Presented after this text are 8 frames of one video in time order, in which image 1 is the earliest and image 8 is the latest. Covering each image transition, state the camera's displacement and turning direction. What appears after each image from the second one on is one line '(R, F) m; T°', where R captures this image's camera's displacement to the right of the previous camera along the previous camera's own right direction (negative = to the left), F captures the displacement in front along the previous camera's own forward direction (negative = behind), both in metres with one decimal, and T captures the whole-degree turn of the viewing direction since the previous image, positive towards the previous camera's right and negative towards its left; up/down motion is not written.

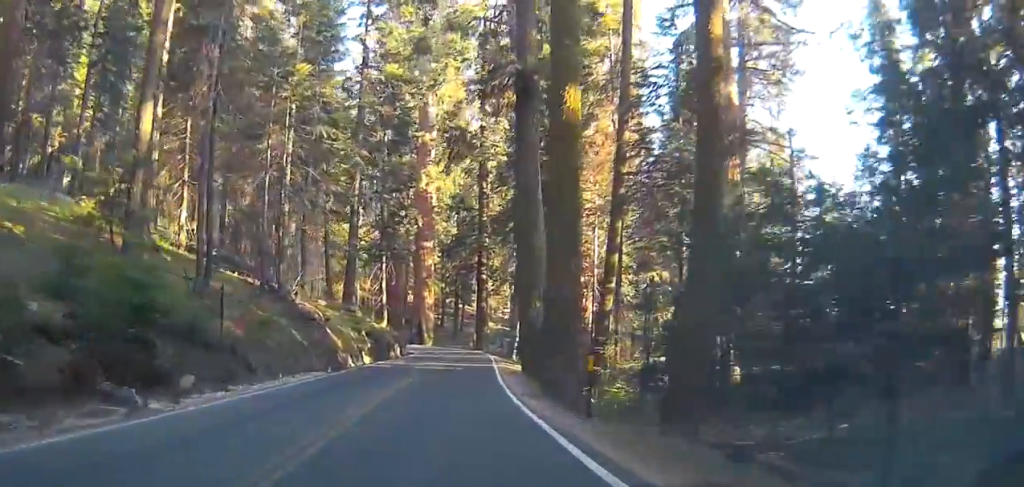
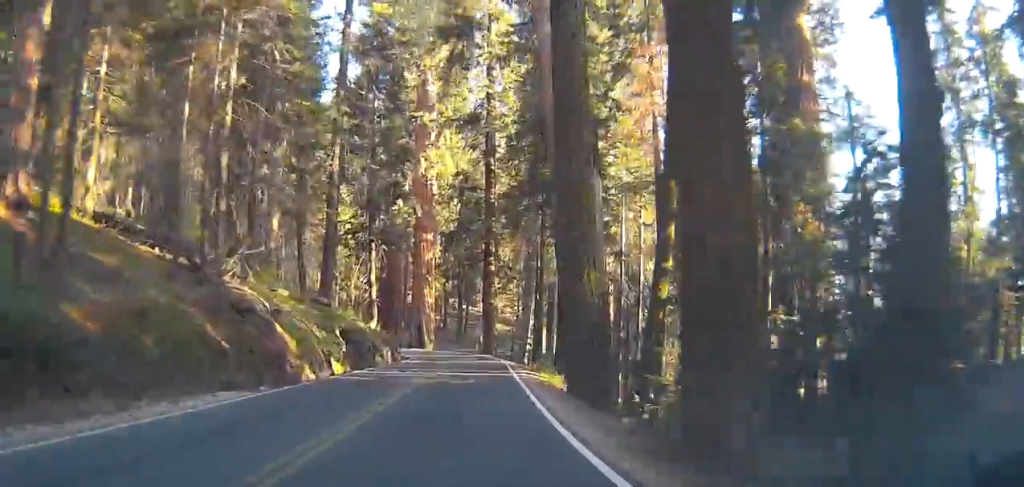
(-0.1, +11.4) m; -1°
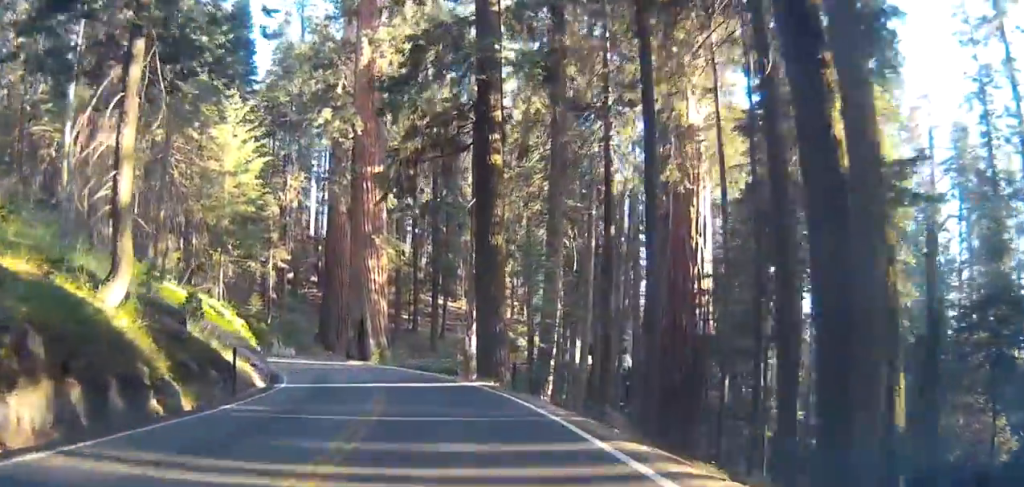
(+0.3, +39.6) m; +3°
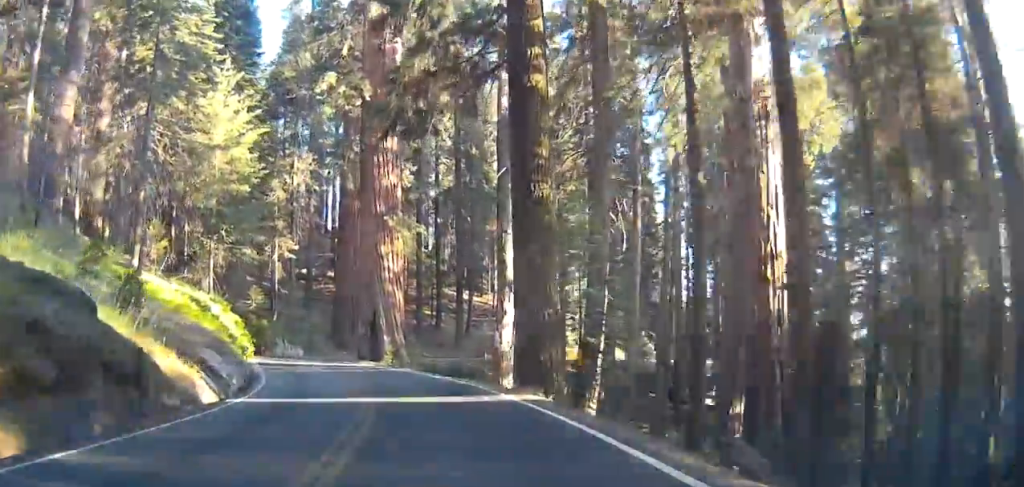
(0.0, +7.7) m; +1°
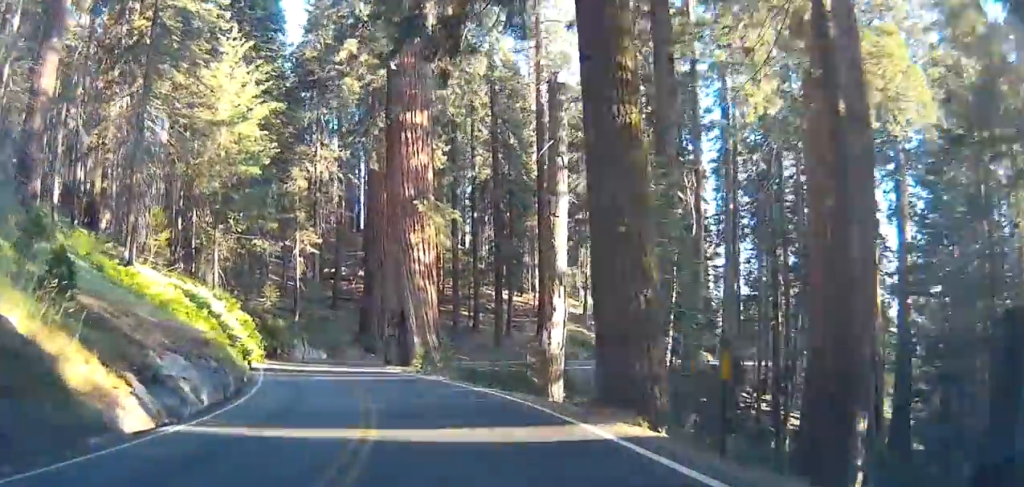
(+0.1, +6.1) m; -1°
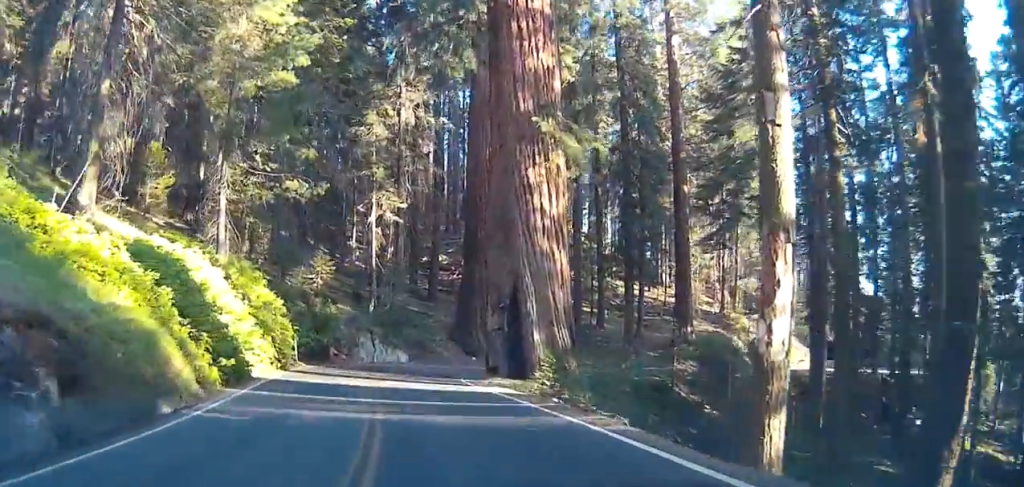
(-0.6, +15.6) m; -7°
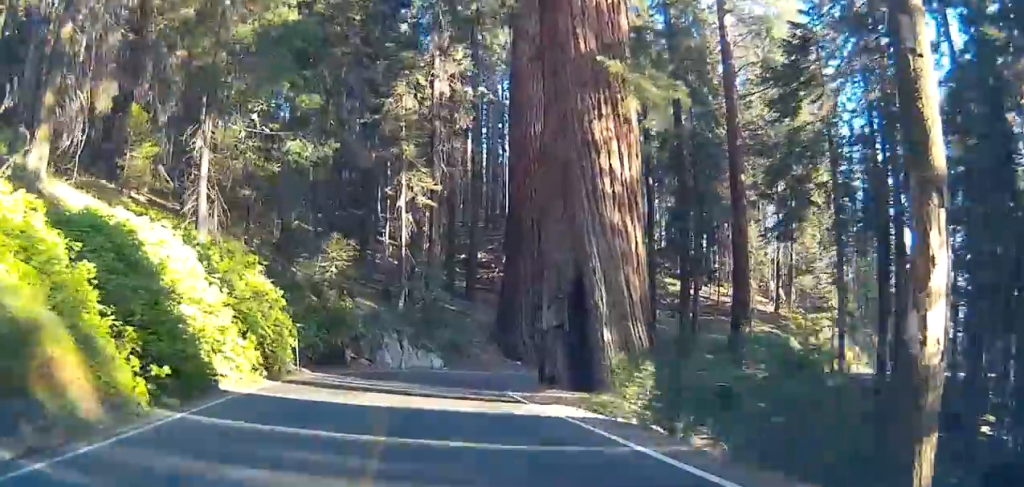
(-0.2, +5.9) m; -2°
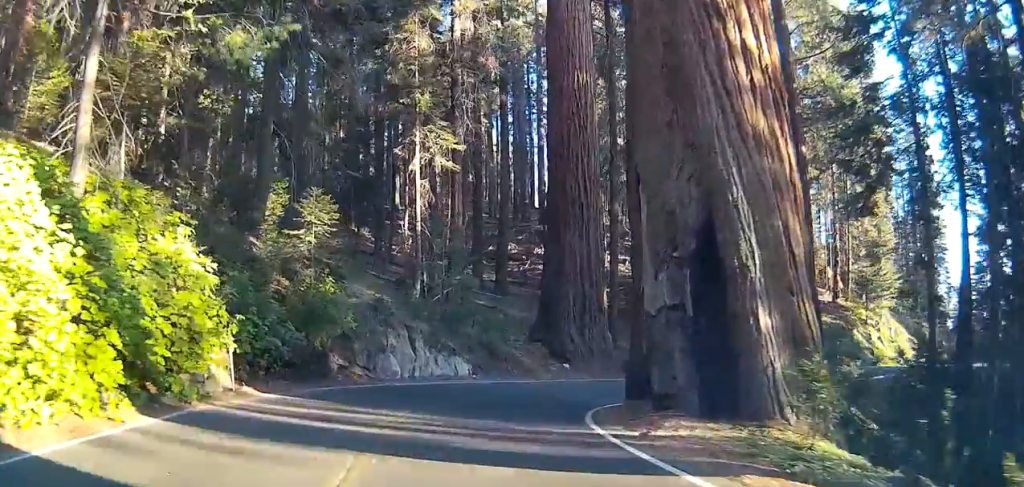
(-0.5, +9.0) m; 0°
